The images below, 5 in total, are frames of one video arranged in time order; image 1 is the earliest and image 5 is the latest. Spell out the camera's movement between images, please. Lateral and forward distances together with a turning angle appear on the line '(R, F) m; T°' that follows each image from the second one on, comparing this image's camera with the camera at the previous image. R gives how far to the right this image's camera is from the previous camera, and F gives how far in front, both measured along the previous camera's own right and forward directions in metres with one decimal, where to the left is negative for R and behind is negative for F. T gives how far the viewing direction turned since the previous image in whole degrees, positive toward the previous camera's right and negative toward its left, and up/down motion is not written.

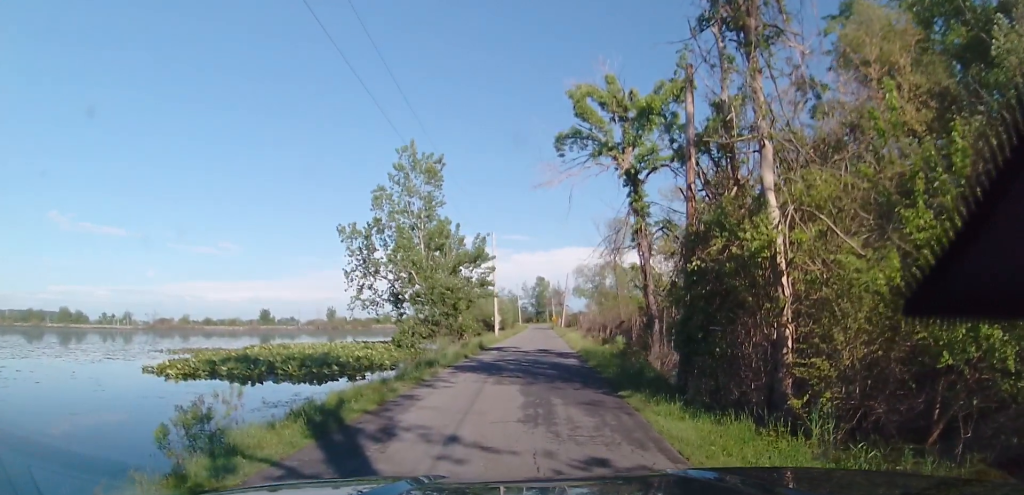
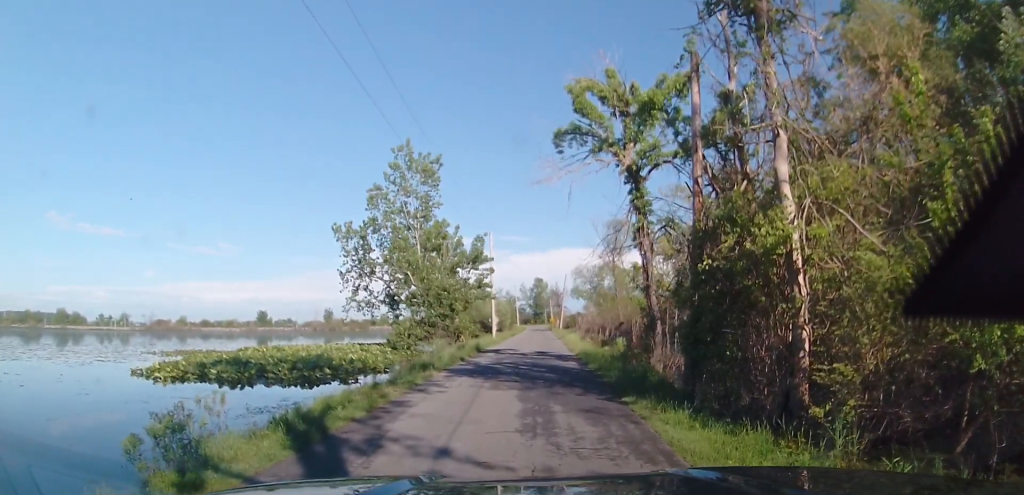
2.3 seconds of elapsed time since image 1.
(+0.6, +0.7) m; 0°
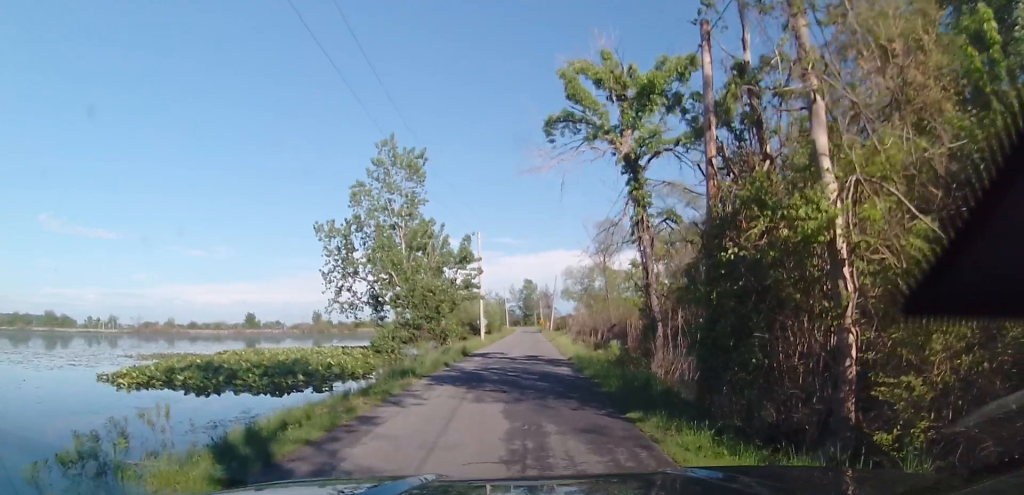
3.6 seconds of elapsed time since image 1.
(-0.2, +1.3) m; -3°
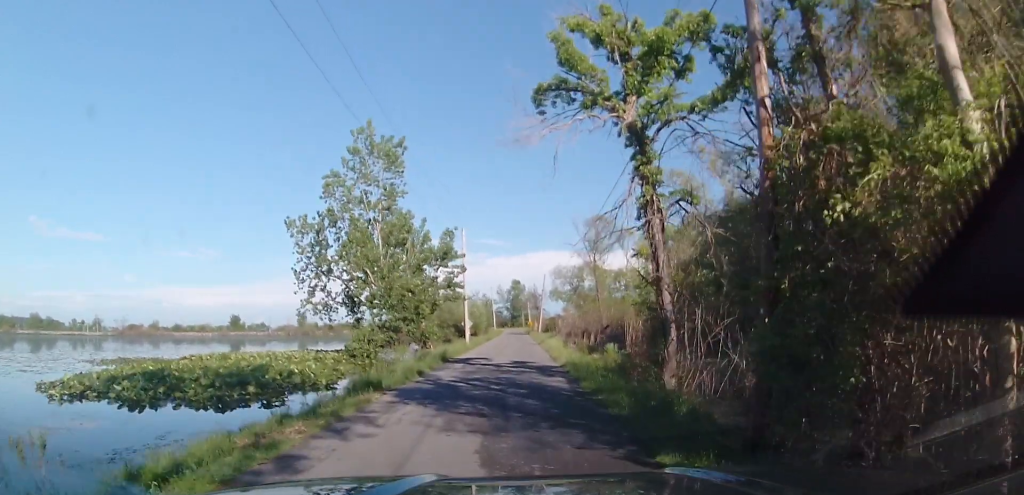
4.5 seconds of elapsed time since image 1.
(-0.1, +2.8) m; -1°
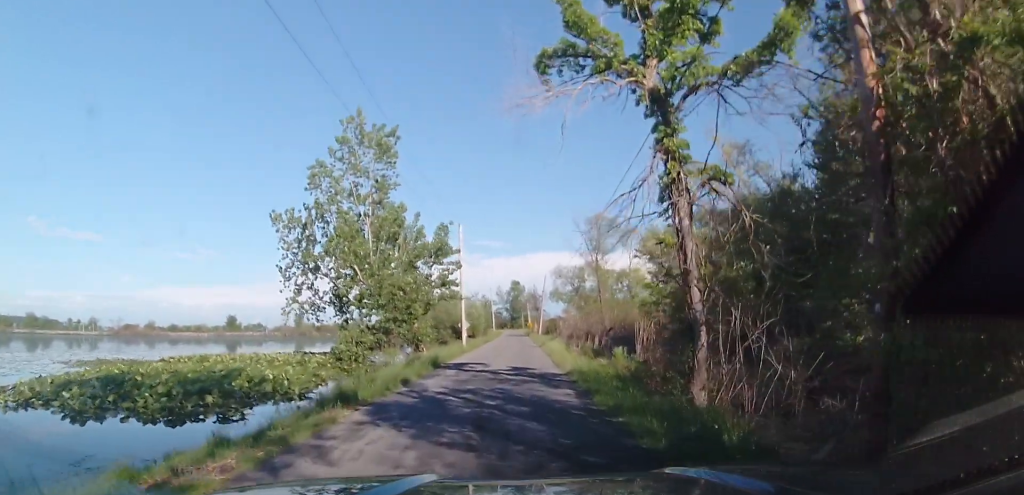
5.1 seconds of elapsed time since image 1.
(0.0, +2.3) m; 0°
